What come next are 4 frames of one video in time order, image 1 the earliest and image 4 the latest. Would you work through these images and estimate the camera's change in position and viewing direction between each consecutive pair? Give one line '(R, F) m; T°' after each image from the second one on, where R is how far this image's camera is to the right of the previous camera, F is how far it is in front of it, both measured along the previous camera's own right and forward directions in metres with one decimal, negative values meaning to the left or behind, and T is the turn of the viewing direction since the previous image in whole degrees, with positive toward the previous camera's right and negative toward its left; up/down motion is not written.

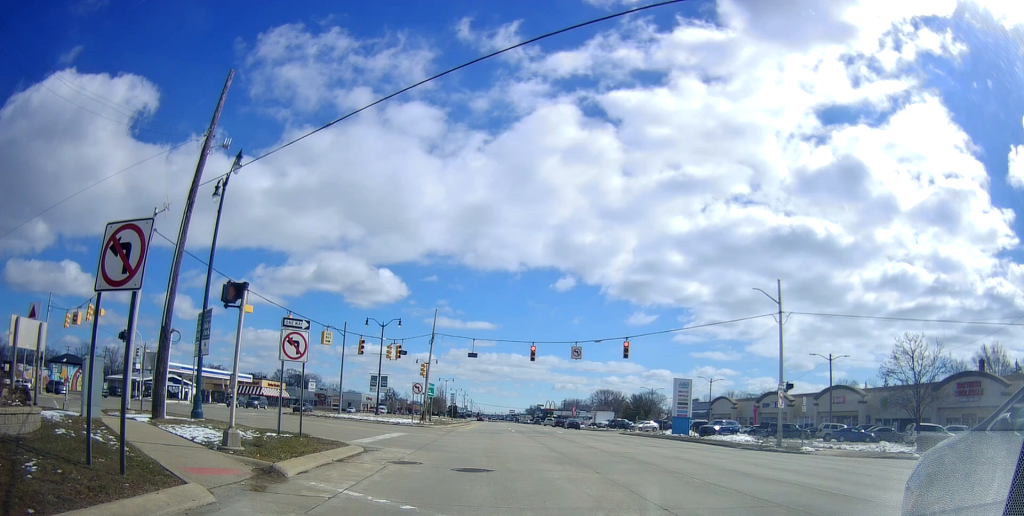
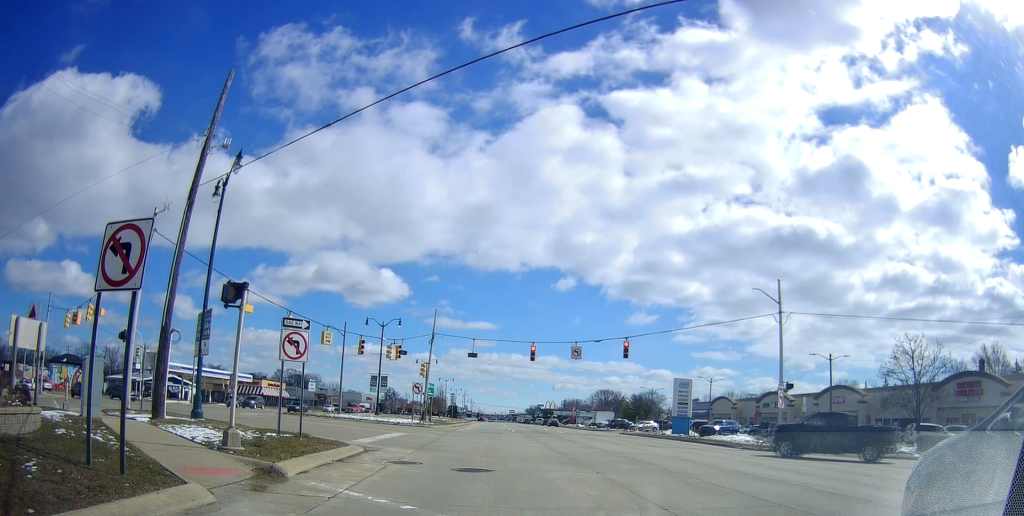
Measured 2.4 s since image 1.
(0.0, 0.0) m; 0°
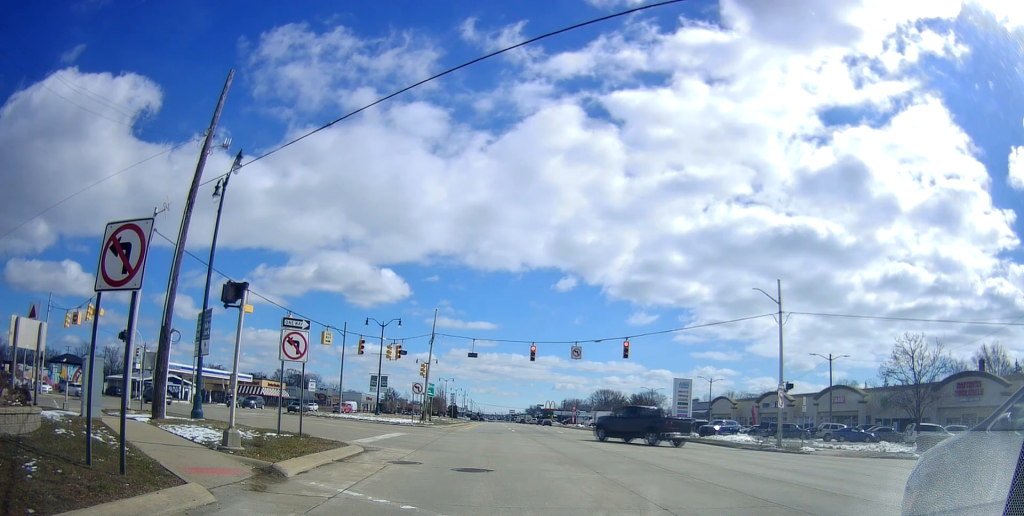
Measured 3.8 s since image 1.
(0.0, 0.0) m; 0°
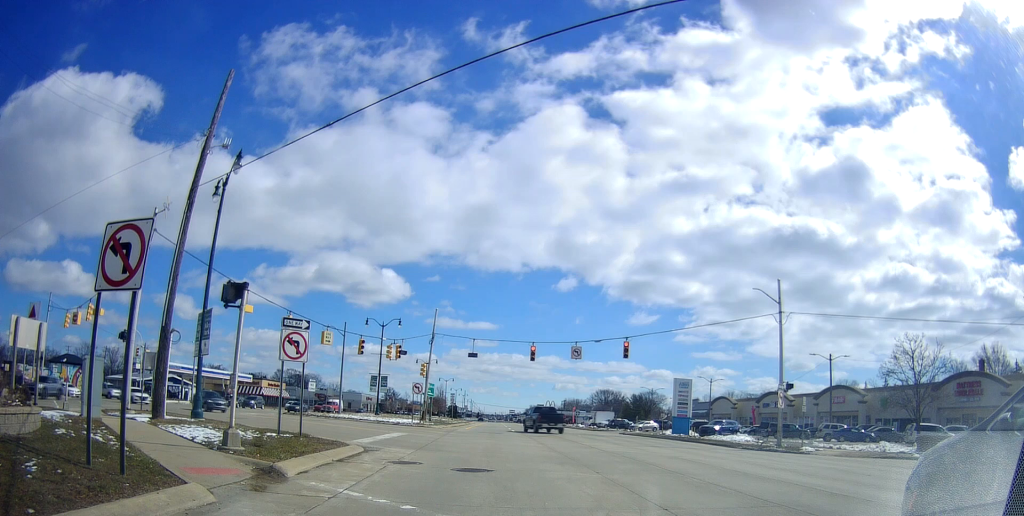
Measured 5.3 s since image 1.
(0.0, 0.0) m; 0°
